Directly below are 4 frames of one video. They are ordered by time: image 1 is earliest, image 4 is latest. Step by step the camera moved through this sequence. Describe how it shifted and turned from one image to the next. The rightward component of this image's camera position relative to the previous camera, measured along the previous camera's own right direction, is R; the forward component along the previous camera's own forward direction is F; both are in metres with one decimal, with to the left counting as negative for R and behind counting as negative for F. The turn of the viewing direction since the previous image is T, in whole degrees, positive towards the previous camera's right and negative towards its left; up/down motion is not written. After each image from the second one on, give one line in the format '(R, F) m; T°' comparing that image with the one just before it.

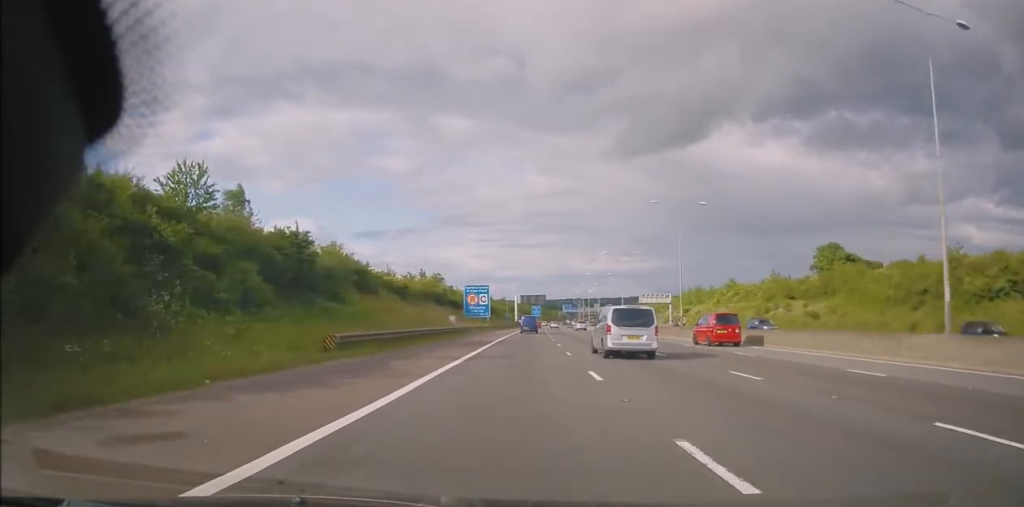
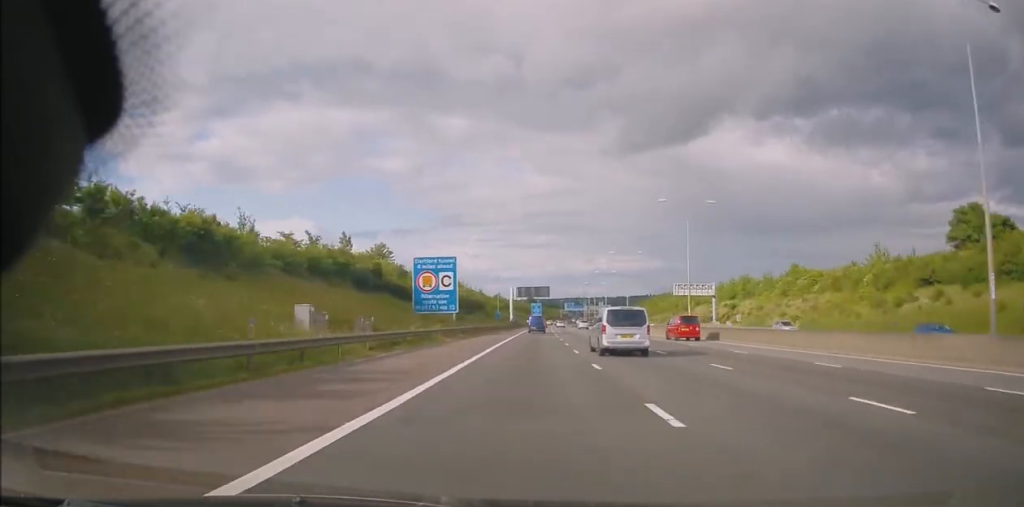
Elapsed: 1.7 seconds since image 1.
(-0.3, +42.3) m; -1°
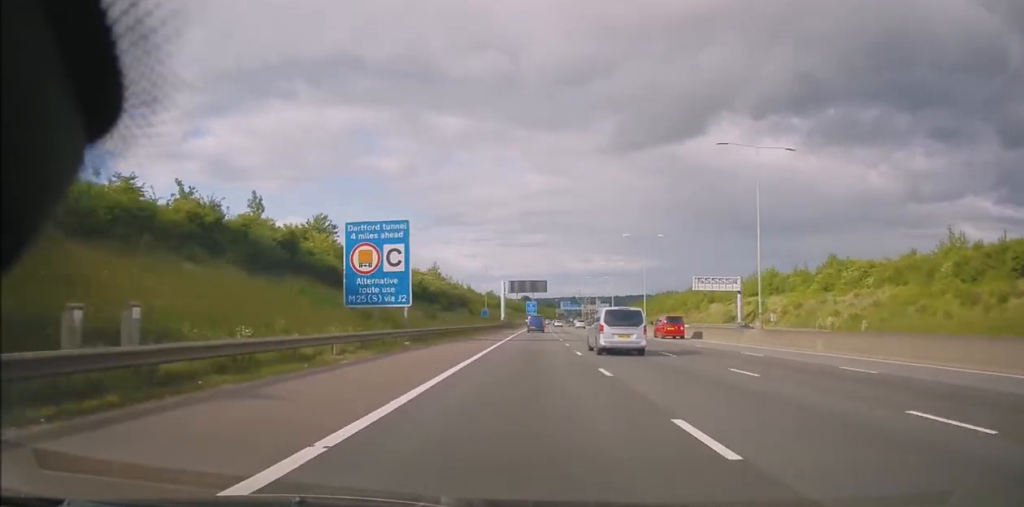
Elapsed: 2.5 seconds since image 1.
(+0.2, +19.4) m; 0°
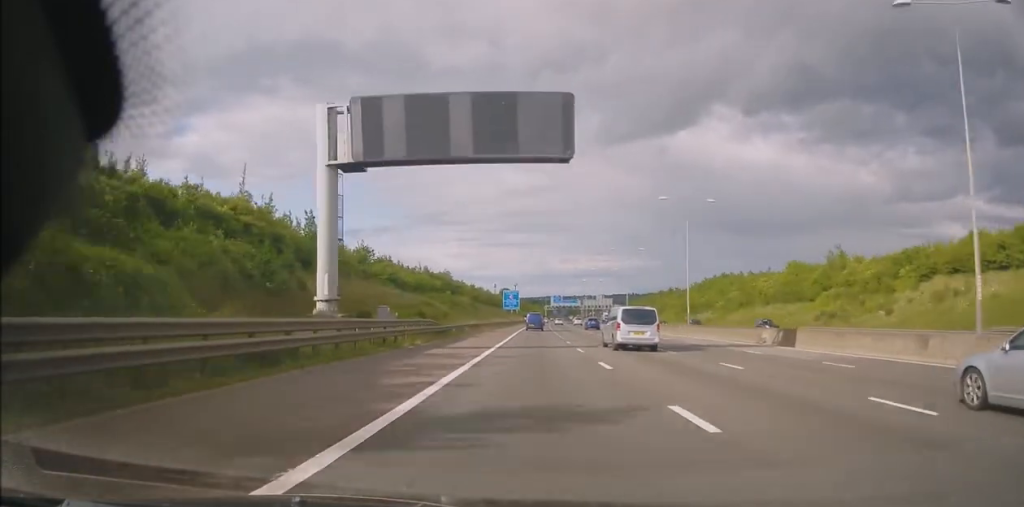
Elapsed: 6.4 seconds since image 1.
(+1.7, +104.5) m; +1°
